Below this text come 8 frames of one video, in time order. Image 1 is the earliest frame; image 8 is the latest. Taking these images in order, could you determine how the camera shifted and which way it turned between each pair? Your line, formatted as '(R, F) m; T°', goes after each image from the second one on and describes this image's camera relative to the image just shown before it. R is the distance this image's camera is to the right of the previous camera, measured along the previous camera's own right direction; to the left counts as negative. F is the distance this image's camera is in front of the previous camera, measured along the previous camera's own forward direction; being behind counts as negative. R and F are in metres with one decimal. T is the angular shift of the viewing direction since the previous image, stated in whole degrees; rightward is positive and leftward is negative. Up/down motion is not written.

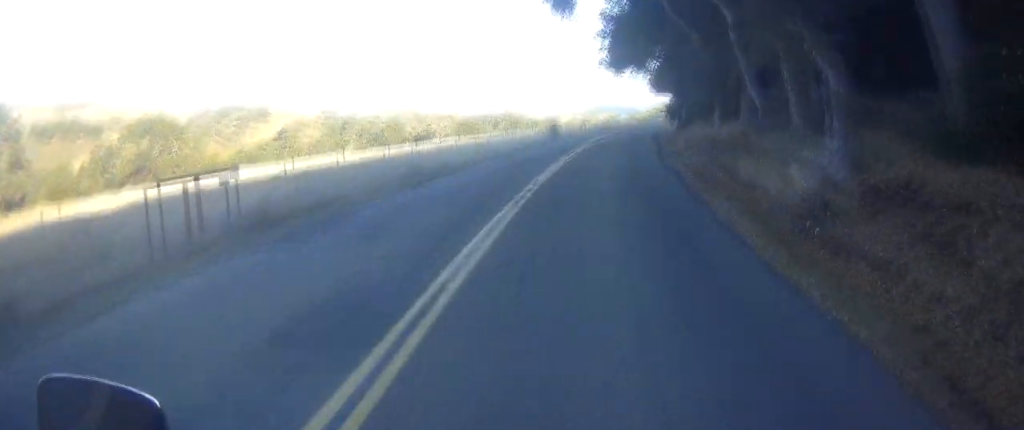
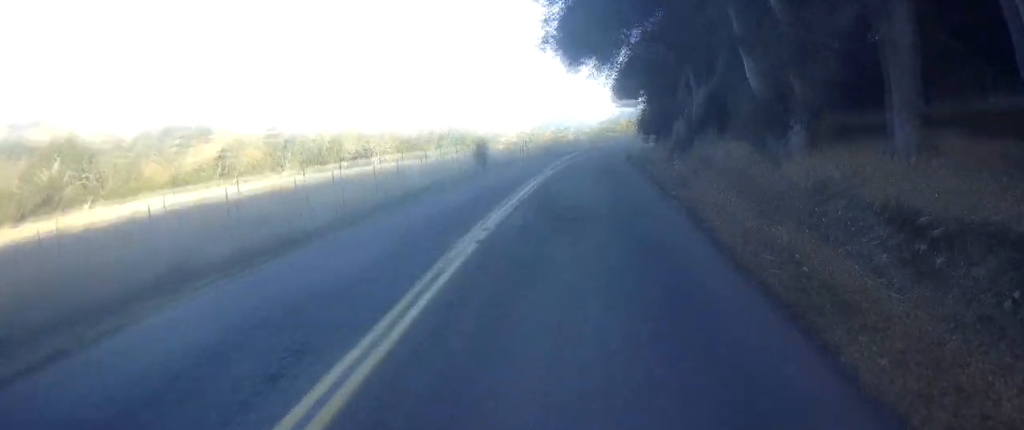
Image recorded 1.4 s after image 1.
(+2.0, +17.9) m; +12°
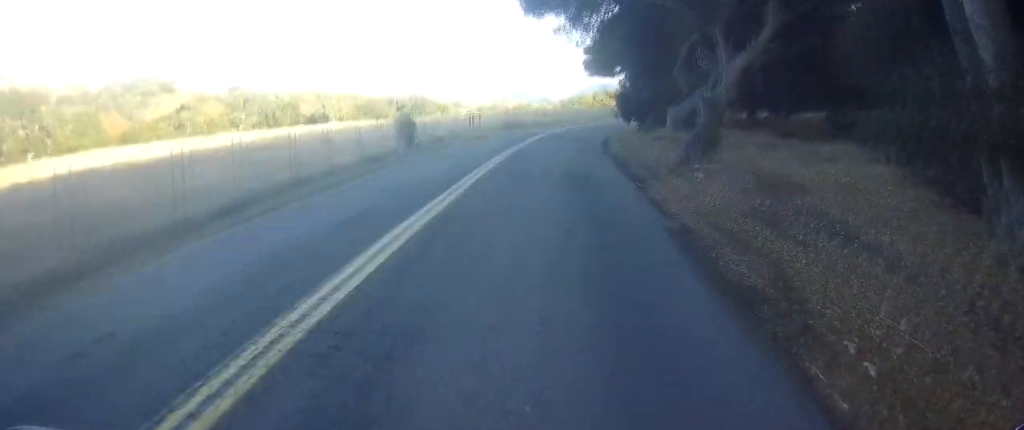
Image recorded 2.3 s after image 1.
(+0.3, +10.5) m; 0°
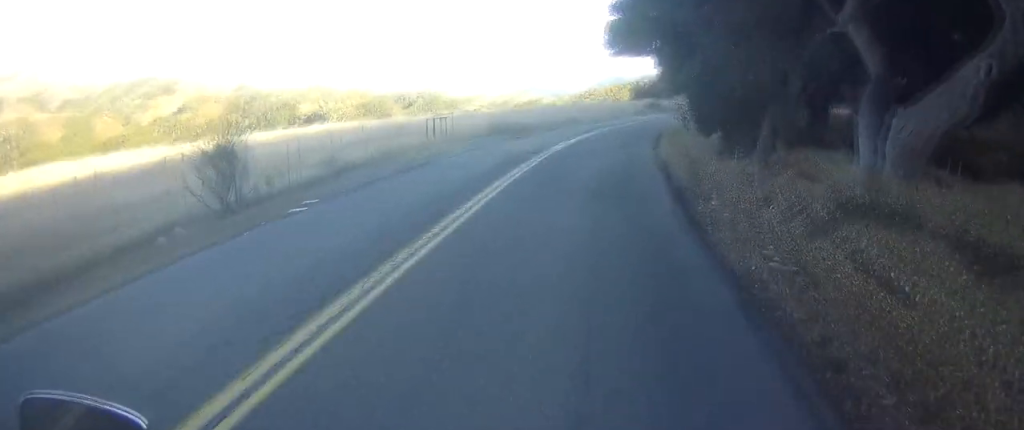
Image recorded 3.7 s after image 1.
(-0.8, +18.9) m; -1°
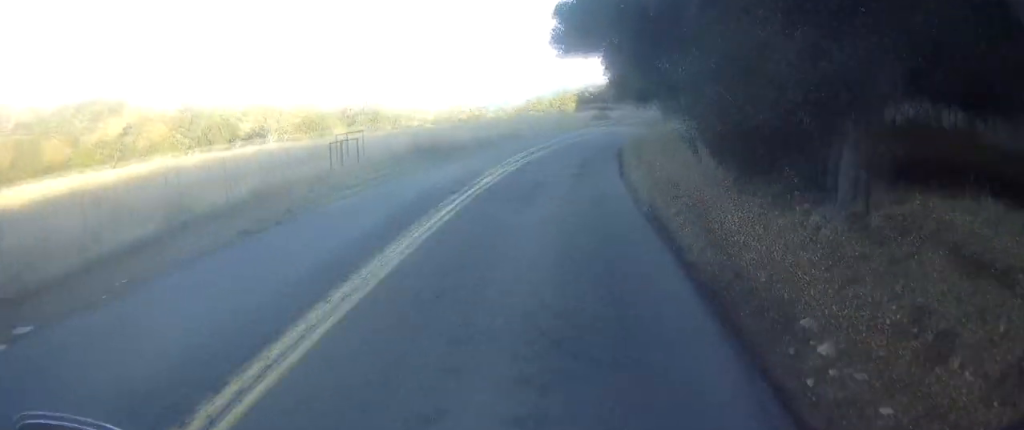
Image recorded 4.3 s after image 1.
(+0.4, +7.6) m; 0°
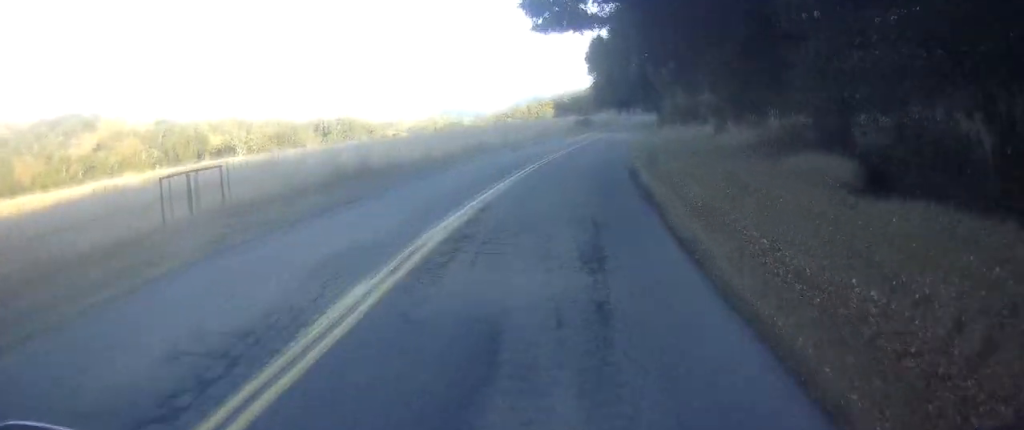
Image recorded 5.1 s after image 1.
(-0.1, +11.9) m; -3°
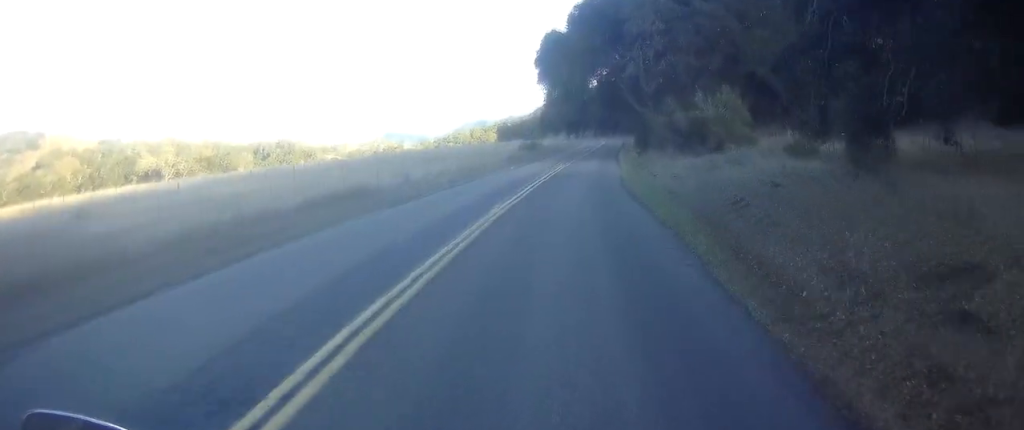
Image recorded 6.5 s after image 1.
(-1.0, +18.0) m; -2°
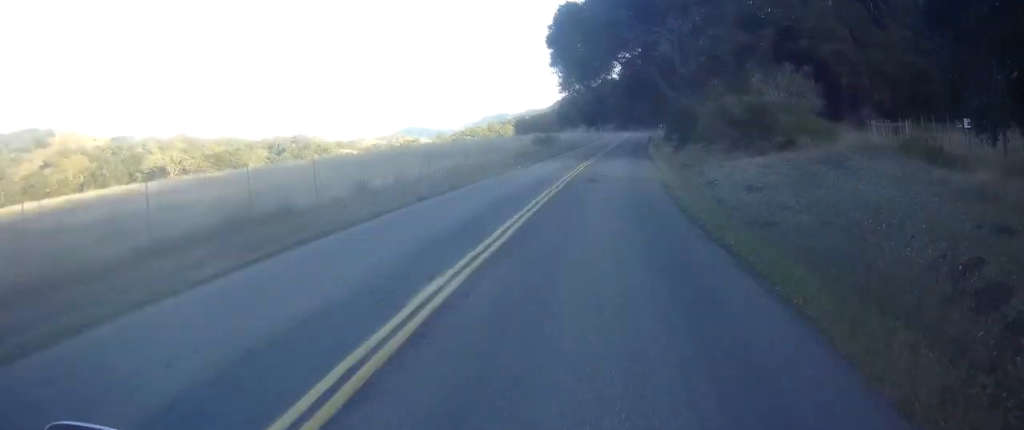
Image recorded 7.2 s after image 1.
(+0.3, +8.8) m; +5°
